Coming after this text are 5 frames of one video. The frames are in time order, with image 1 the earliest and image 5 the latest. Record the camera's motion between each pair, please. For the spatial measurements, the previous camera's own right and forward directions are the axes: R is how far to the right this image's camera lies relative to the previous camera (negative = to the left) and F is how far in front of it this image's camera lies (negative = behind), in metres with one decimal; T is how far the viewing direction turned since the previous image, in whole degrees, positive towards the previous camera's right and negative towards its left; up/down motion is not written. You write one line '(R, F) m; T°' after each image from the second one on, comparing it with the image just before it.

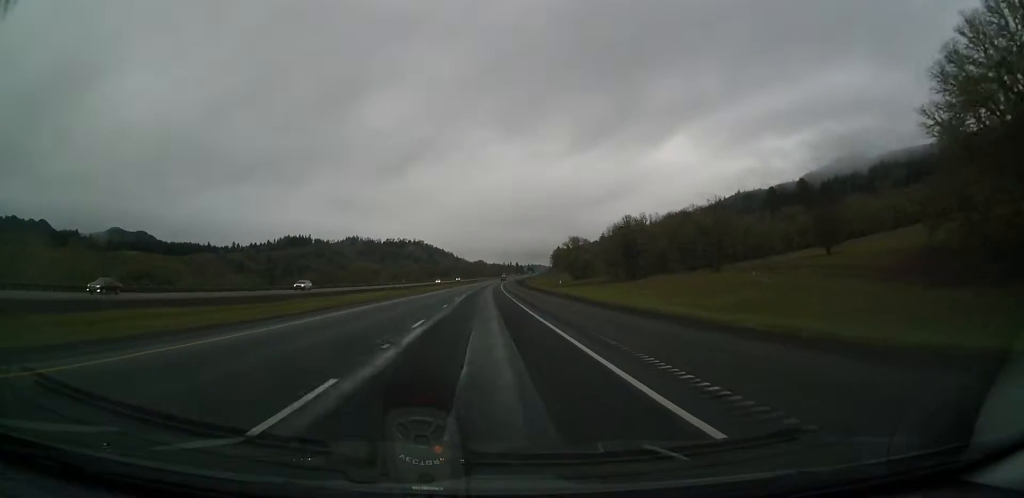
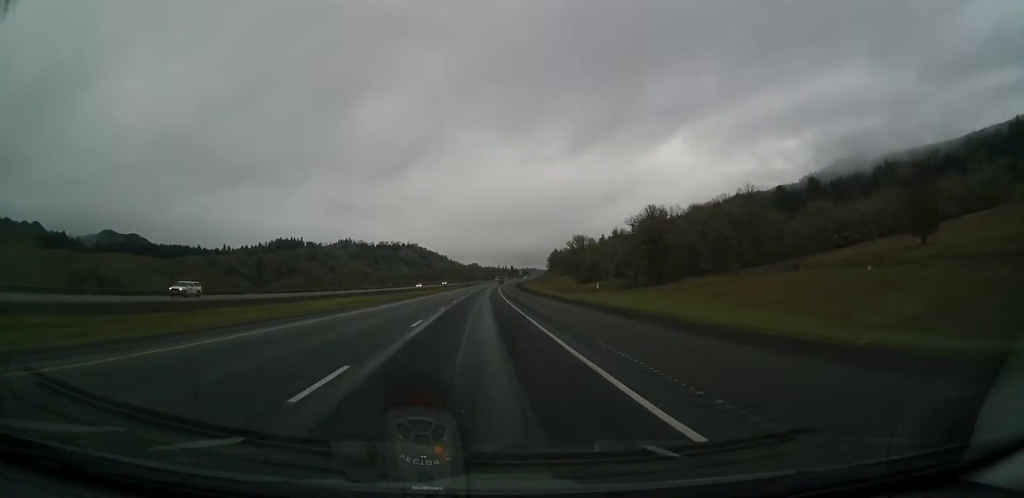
(+0.1, +22.7) m; +1°
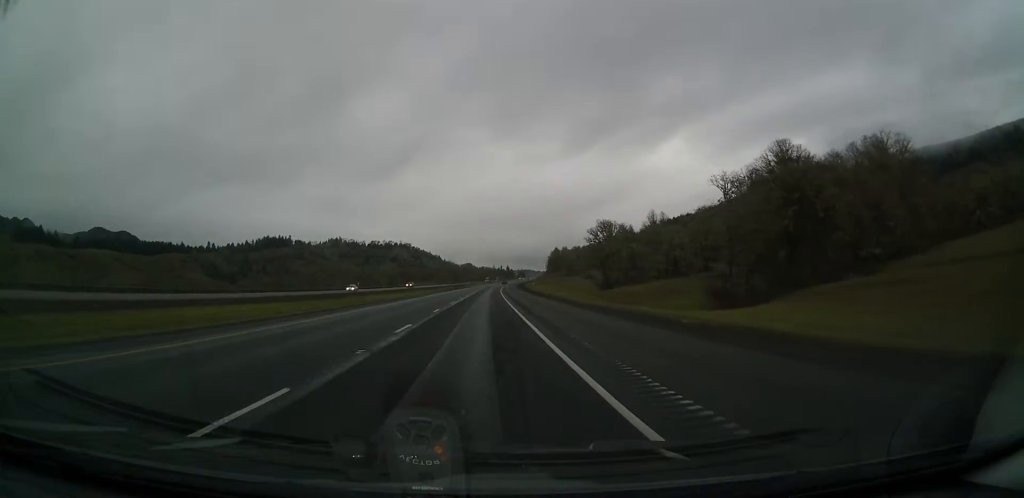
(+0.4, +50.9) m; +1°
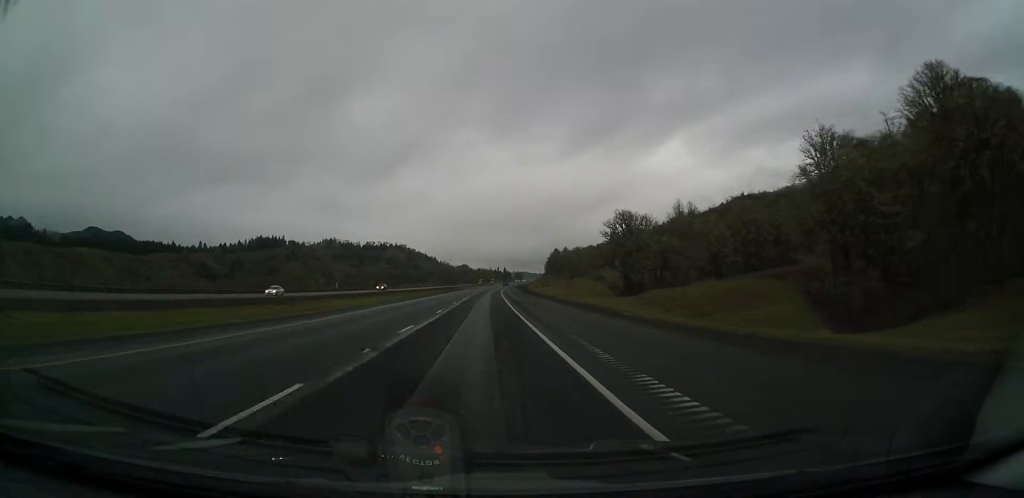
(0.0, +23.8) m; 0°
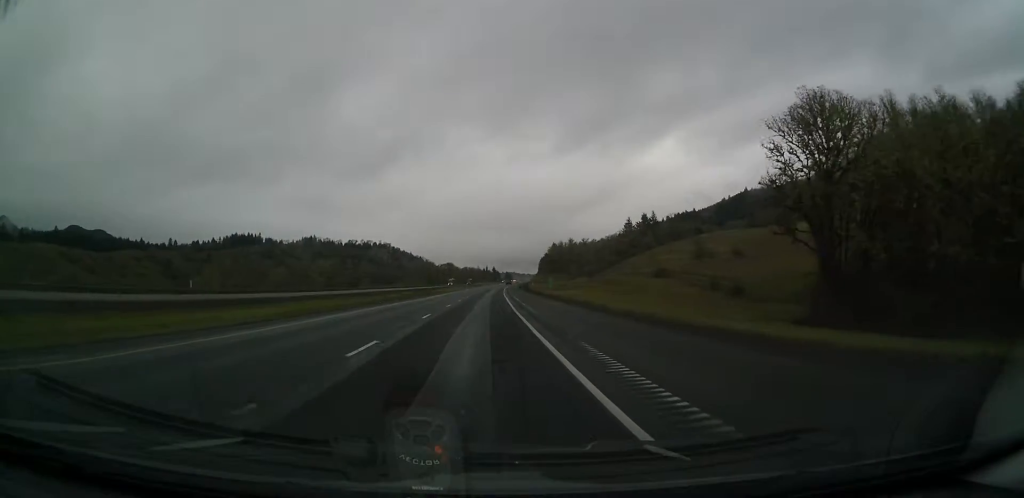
(+0.9, +78.8) m; +1°
